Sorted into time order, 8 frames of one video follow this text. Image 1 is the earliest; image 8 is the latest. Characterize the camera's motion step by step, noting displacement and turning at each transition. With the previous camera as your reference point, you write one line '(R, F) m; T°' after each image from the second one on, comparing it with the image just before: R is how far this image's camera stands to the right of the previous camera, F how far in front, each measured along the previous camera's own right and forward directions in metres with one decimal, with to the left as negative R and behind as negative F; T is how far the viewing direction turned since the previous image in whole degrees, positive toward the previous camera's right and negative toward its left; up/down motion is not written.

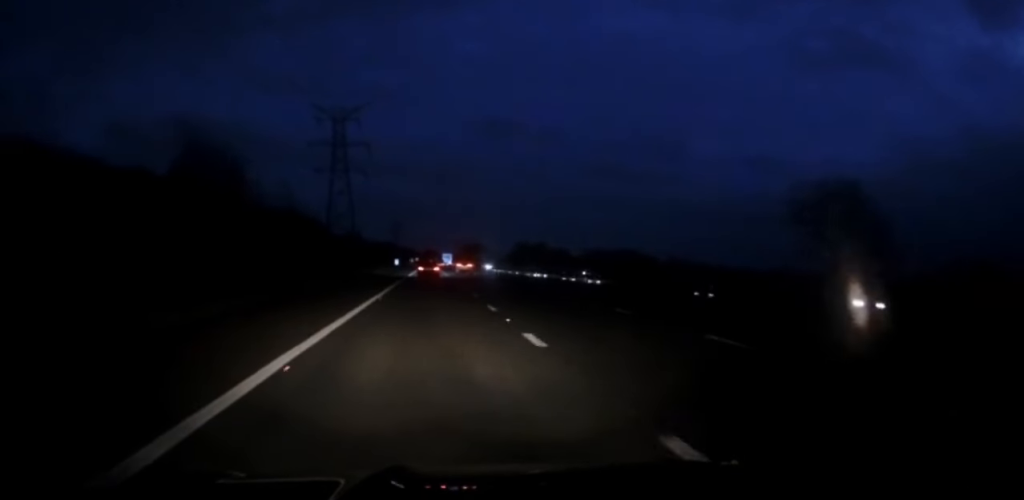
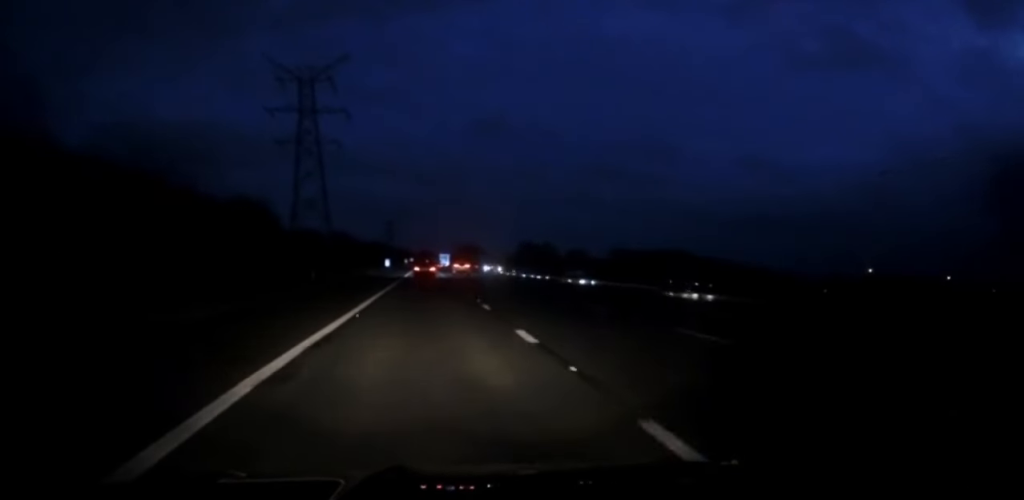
(+0.4, +26.5) m; 0°
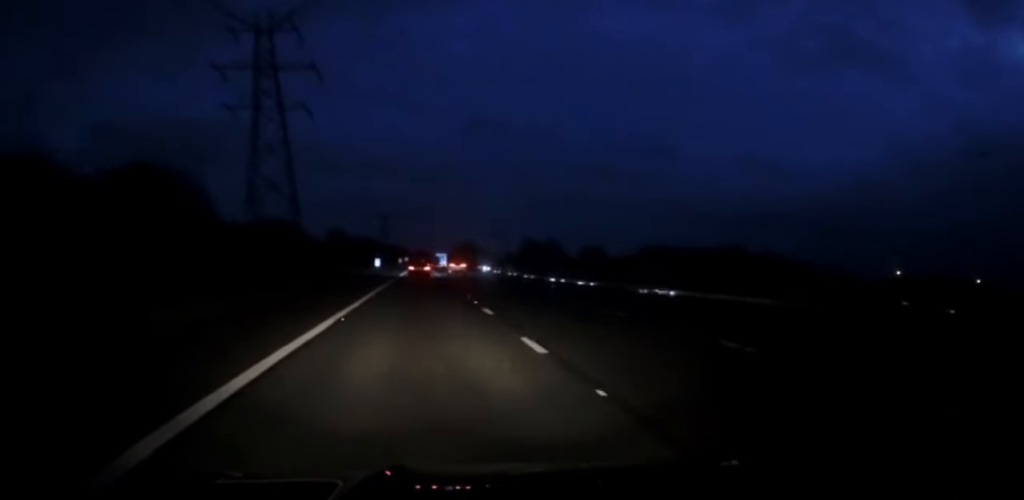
(-0.2, +20.4) m; 0°
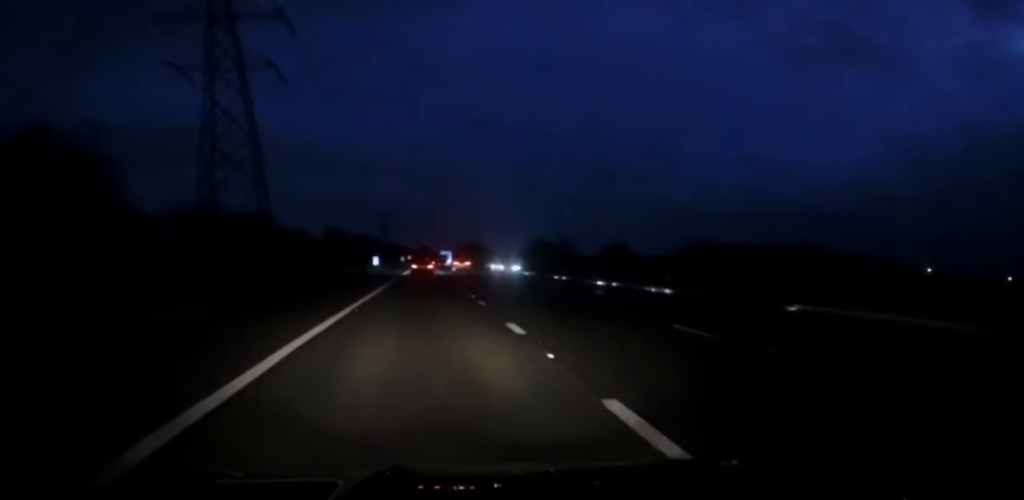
(0.0, +15.3) m; 0°
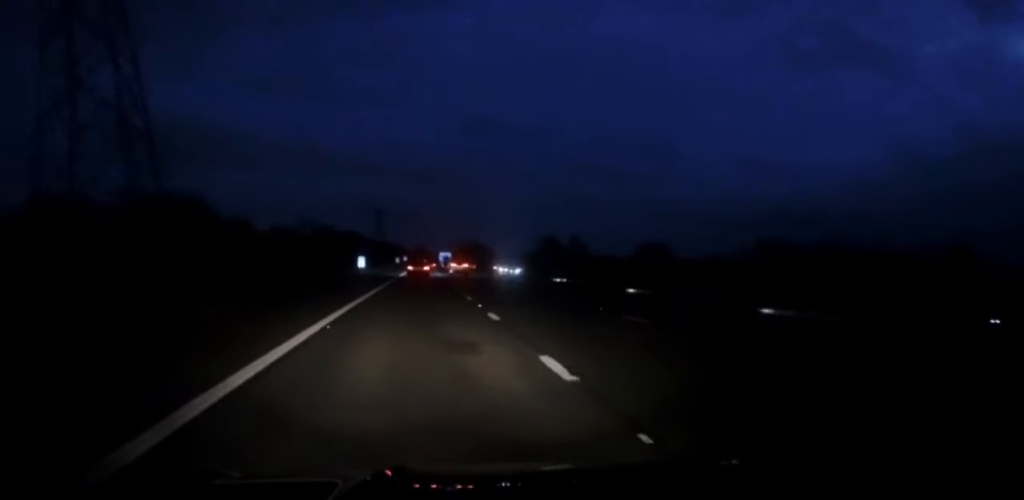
(0.0, +23.5) m; 0°
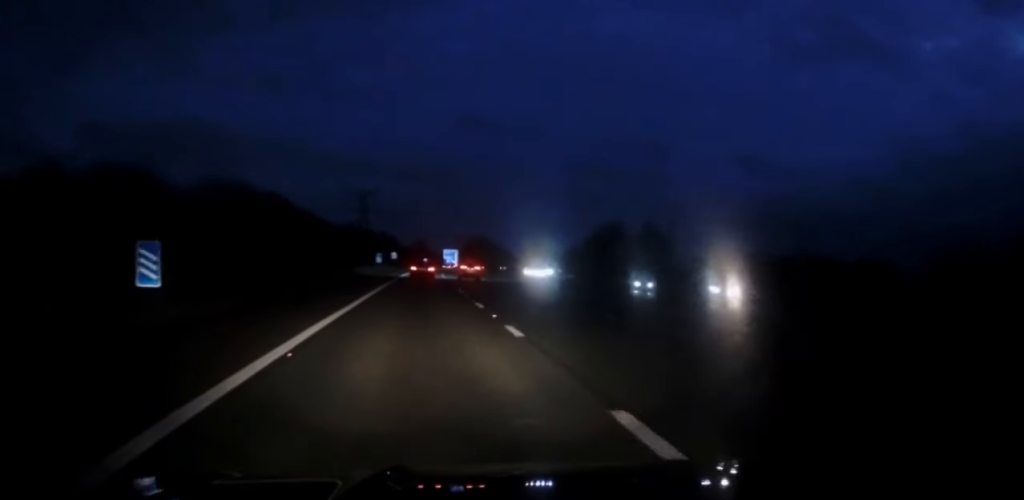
(-0.3, +77.3) m; +1°
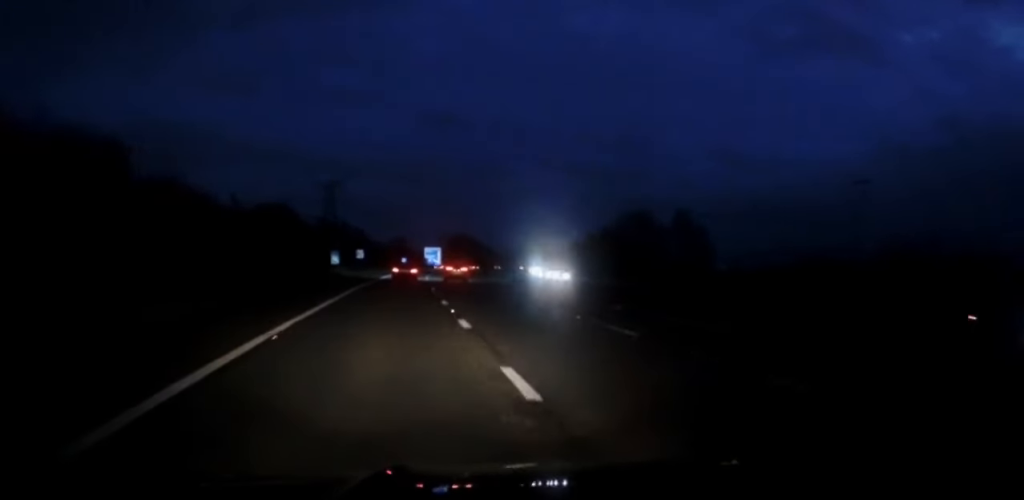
(+0.9, +33.6) m; +2°
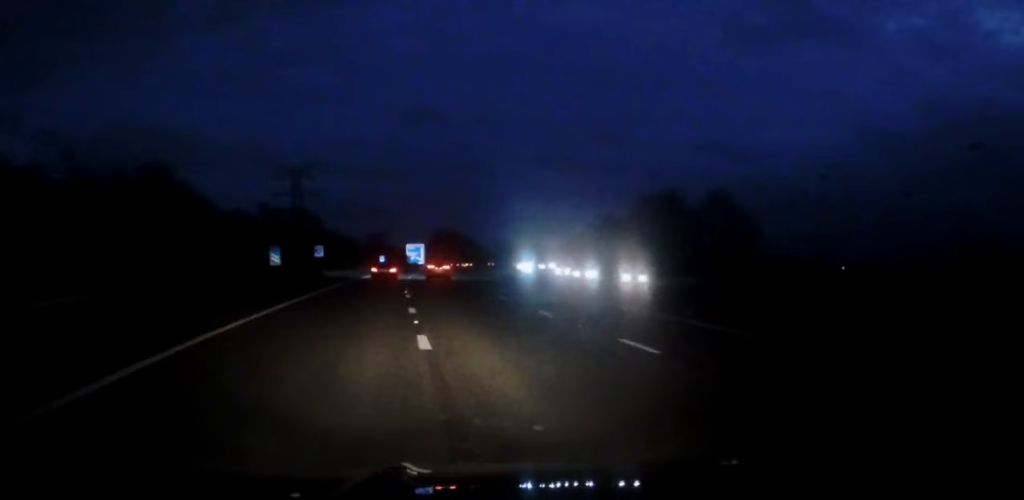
(+0.1, +23.4) m; 0°
